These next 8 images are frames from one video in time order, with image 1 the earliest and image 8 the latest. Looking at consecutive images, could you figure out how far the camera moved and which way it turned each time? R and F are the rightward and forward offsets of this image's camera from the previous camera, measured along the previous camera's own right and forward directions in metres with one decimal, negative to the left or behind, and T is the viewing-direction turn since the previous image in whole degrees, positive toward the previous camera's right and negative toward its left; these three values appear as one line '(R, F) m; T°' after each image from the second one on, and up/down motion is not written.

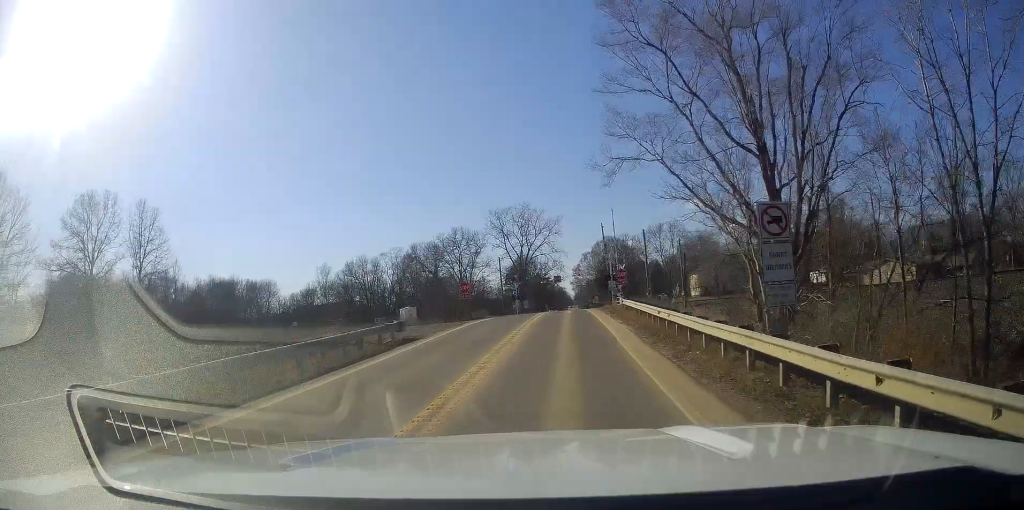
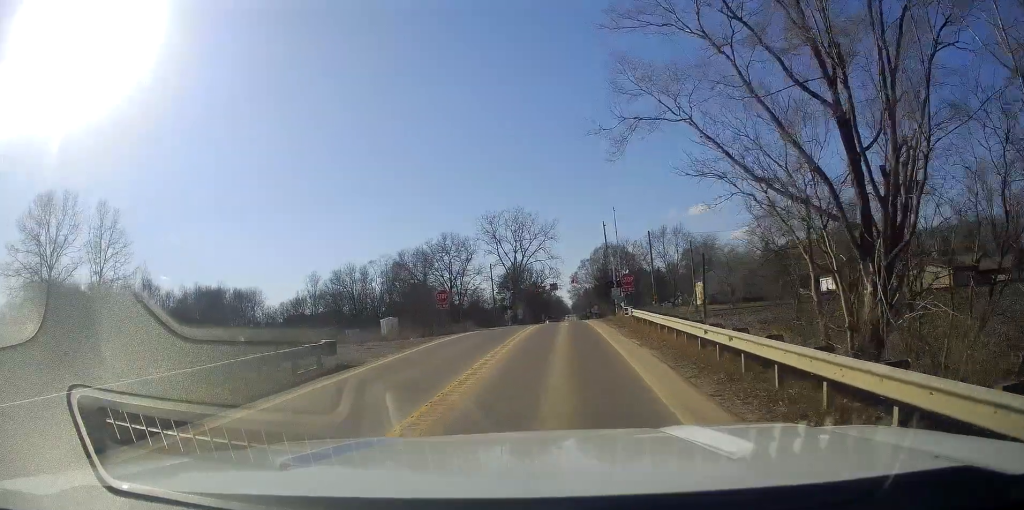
(0.0, +7.4) m; 0°
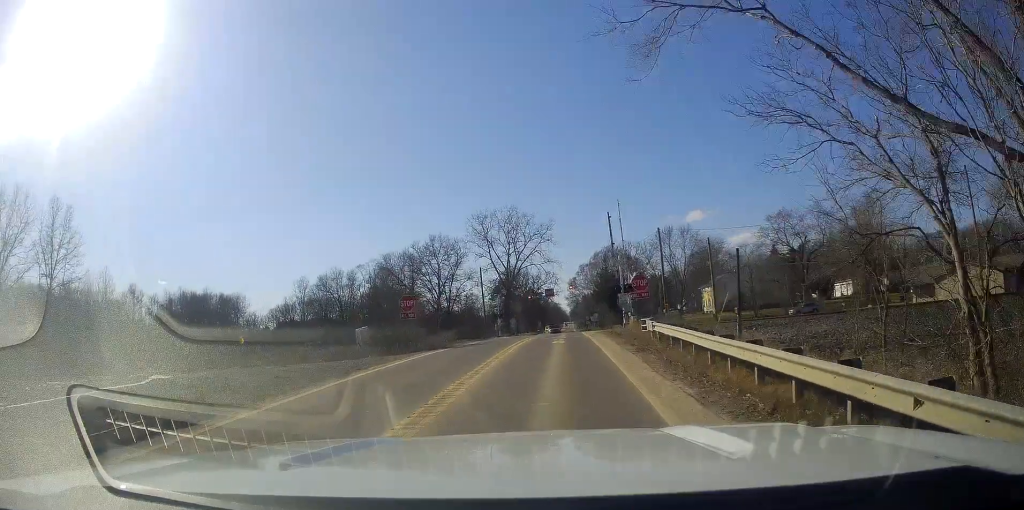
(+0.1, +8.8) m; -1°
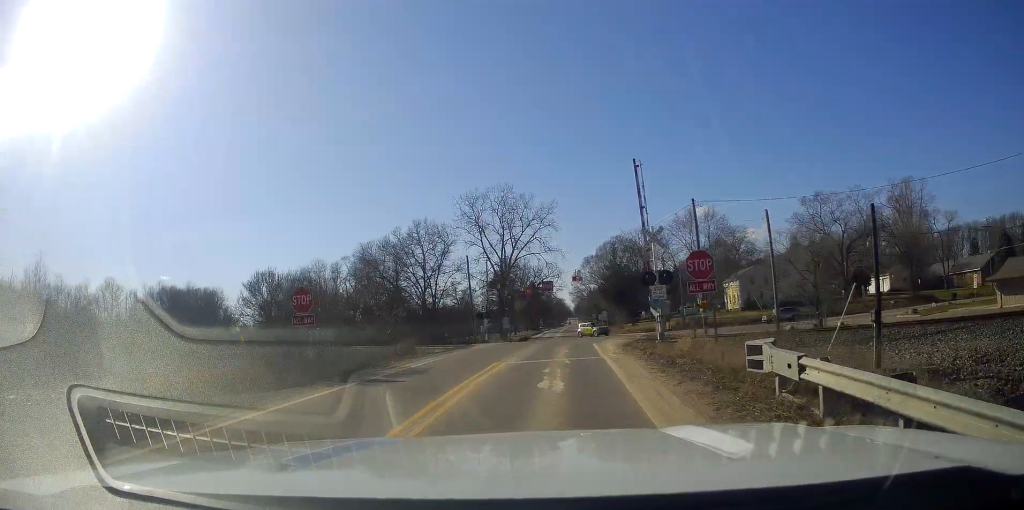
(-0.1, +15.5) m; +1°
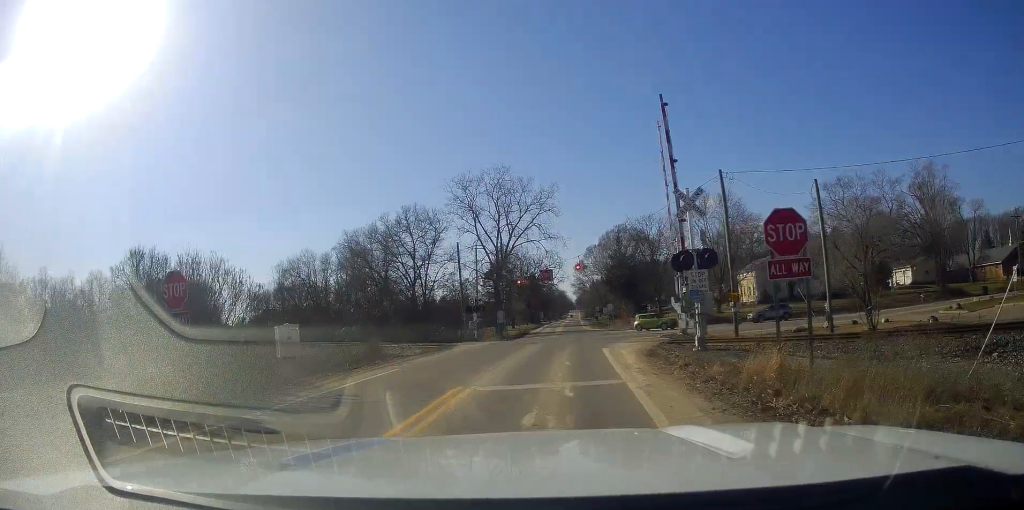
(+0.2, +8.7) m; -1°
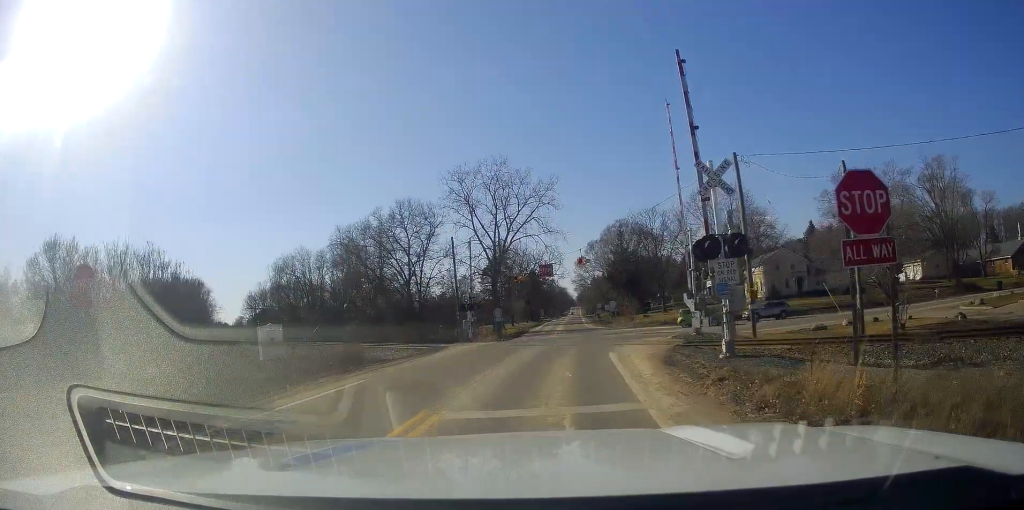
(+0.1, +4.0) m; -2°
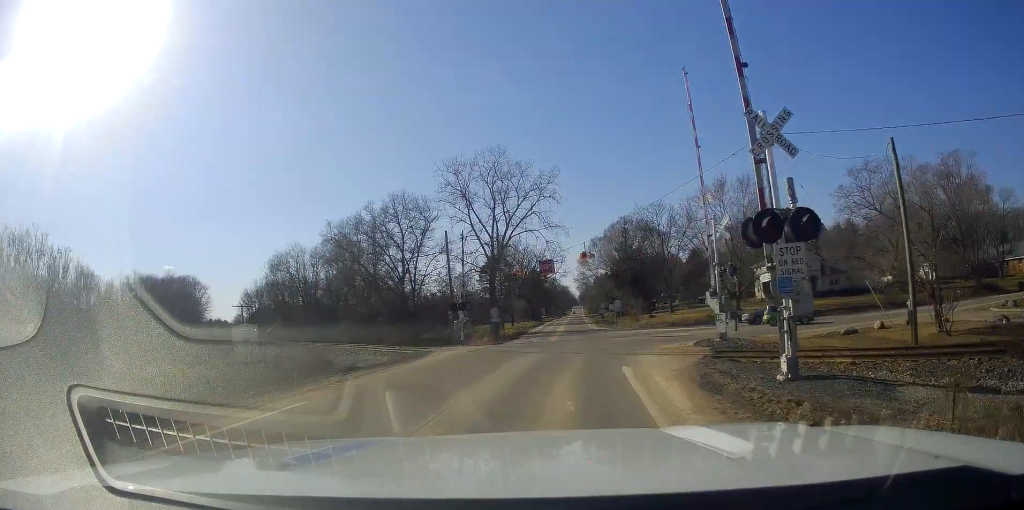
(-0.3, +5.3) m; -5°
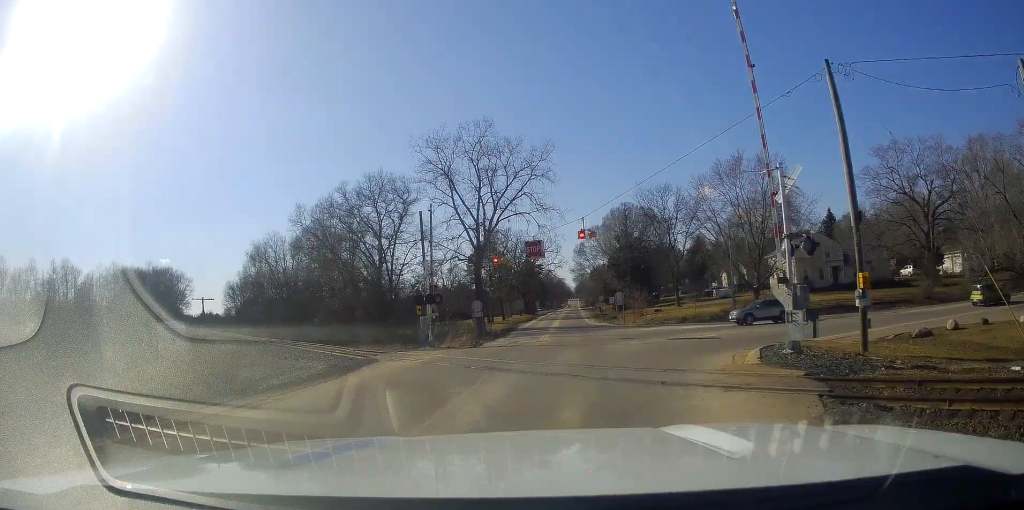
(-0.9, +10.6) m; -4°
